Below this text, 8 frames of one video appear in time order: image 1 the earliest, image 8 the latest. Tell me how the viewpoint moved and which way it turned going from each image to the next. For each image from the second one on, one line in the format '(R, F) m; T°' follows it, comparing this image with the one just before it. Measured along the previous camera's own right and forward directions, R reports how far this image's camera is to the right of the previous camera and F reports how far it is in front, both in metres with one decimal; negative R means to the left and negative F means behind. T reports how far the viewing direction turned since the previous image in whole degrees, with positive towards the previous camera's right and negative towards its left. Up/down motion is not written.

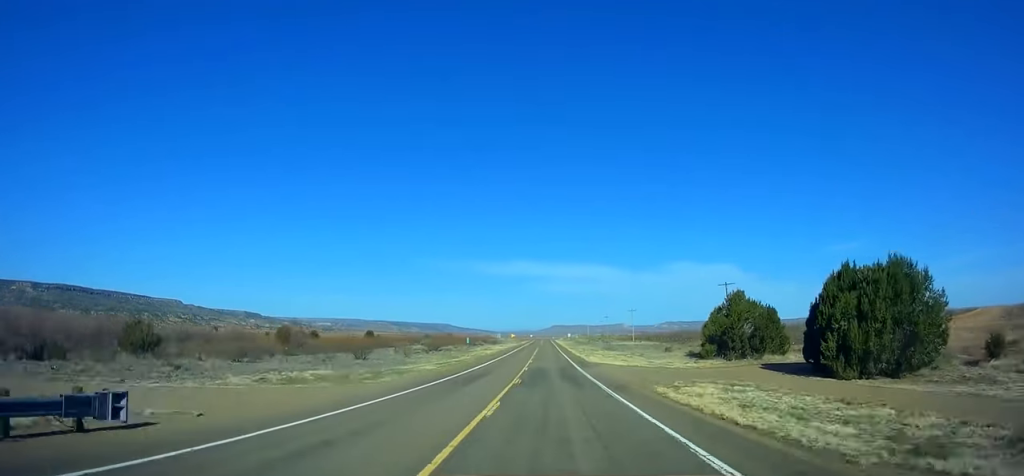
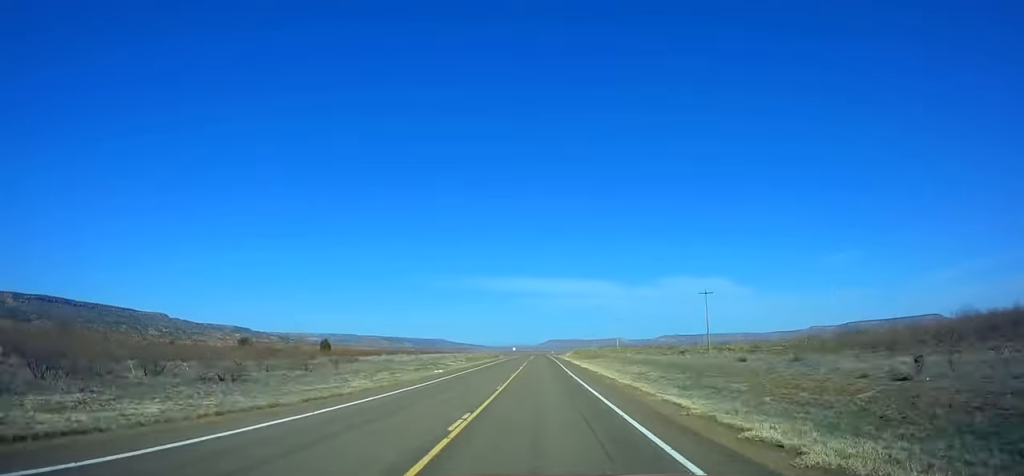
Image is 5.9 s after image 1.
(+1.5, +161.6) m; 0°
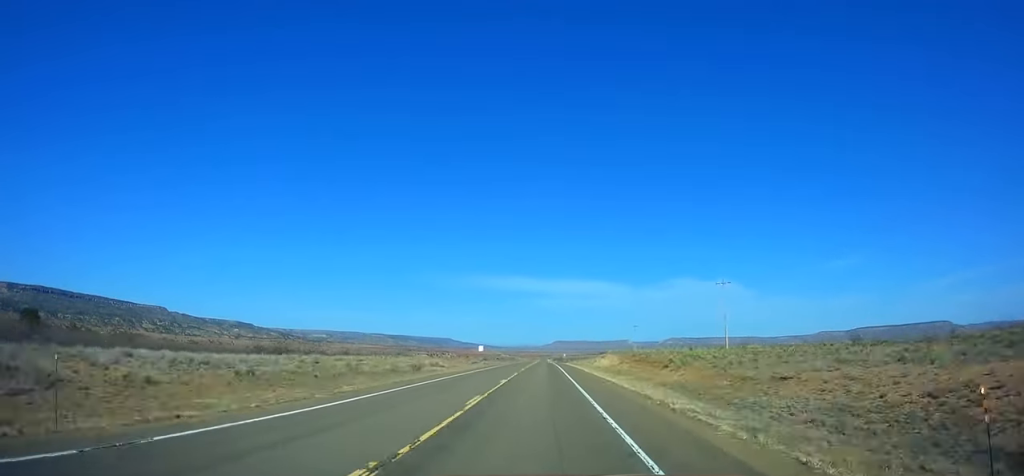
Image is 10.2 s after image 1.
(-0.7, +117.3) m; -1°
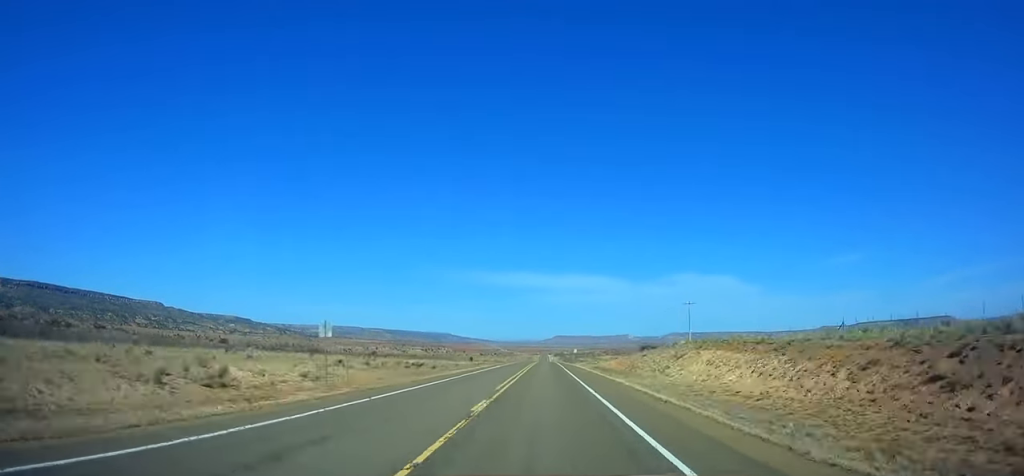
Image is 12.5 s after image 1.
(-0.2, +62.9) m; 0°
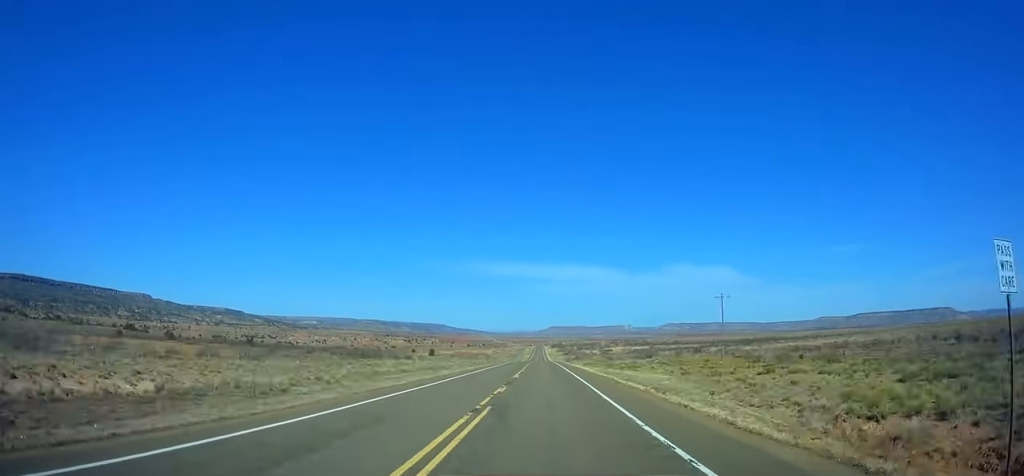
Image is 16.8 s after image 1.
(+0.5, +118.4) m; +1°
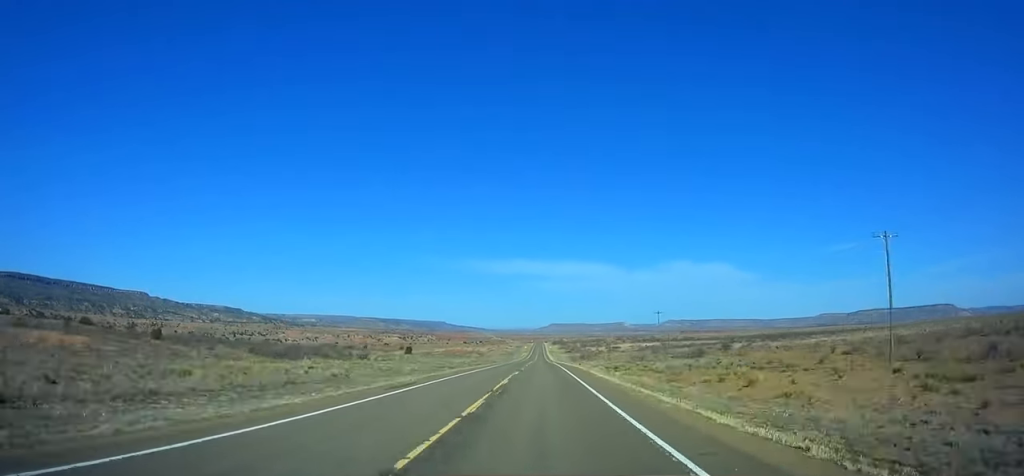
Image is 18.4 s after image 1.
(+0.3, +44.2) m; 0°
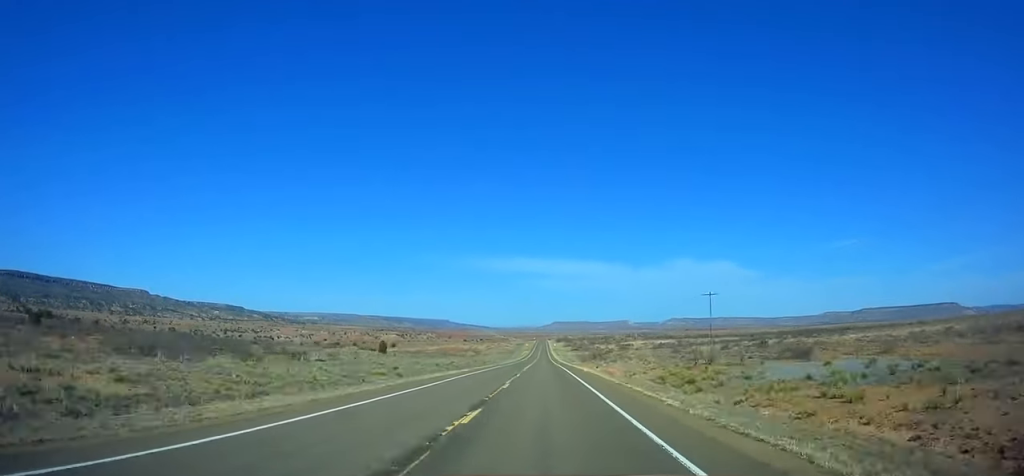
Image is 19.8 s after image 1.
(+0.1, +38.8) m; 0°
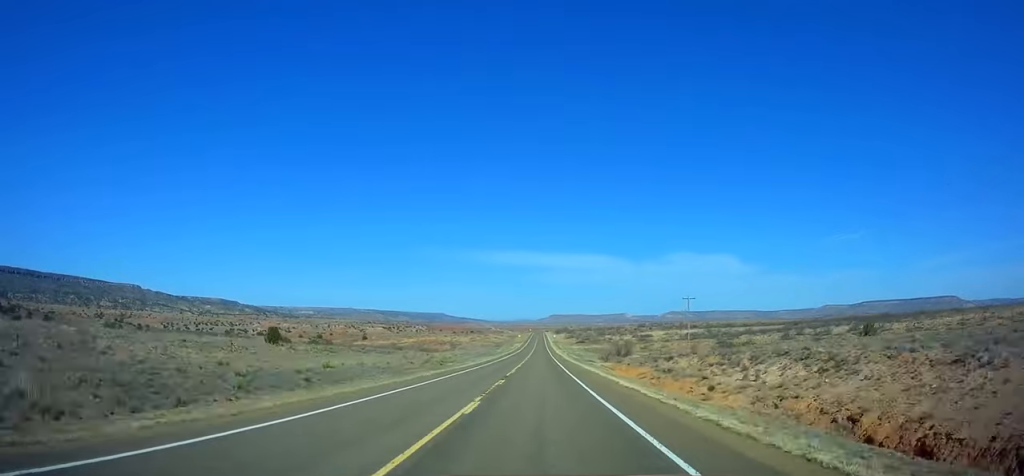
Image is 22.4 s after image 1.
(-1.0, +72.1) m; 0°
